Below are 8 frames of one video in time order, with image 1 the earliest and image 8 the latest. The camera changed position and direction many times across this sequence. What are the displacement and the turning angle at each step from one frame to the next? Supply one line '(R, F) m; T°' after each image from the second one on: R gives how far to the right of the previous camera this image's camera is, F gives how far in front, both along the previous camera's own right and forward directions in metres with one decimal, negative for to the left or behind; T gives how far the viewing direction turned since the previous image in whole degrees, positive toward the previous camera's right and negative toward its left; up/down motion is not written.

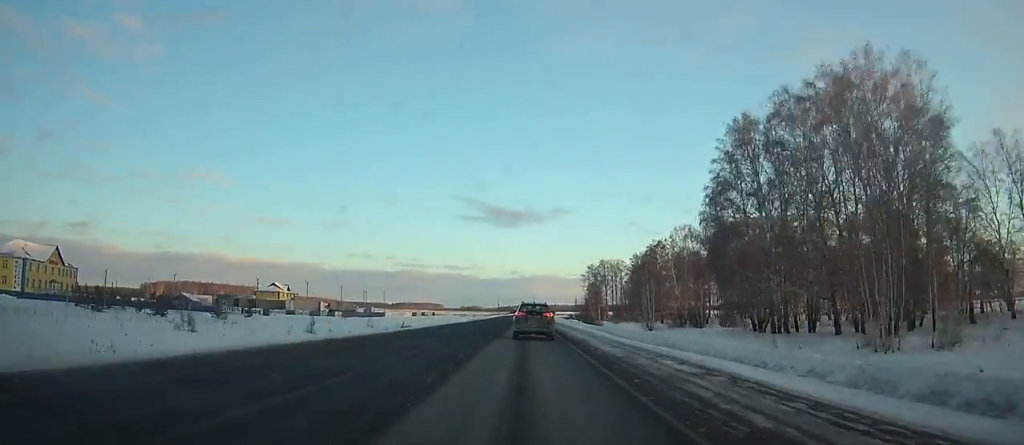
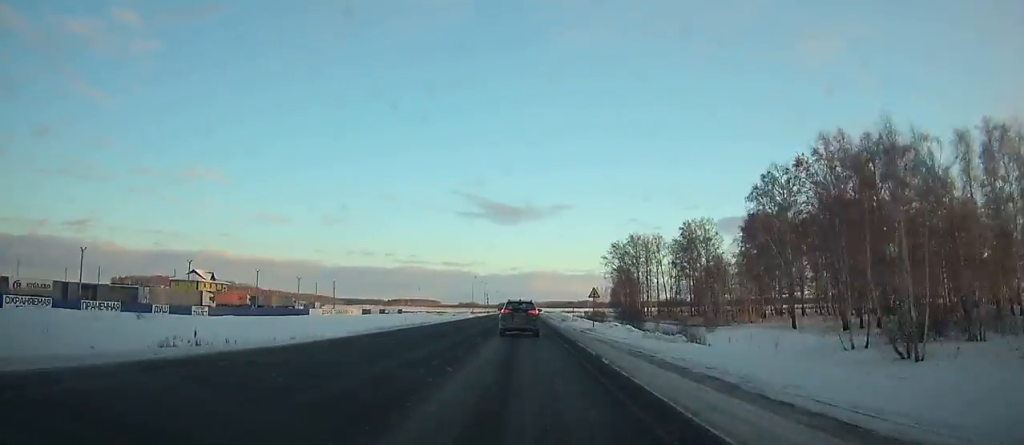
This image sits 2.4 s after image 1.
(0.0, +62.1) m; 0°
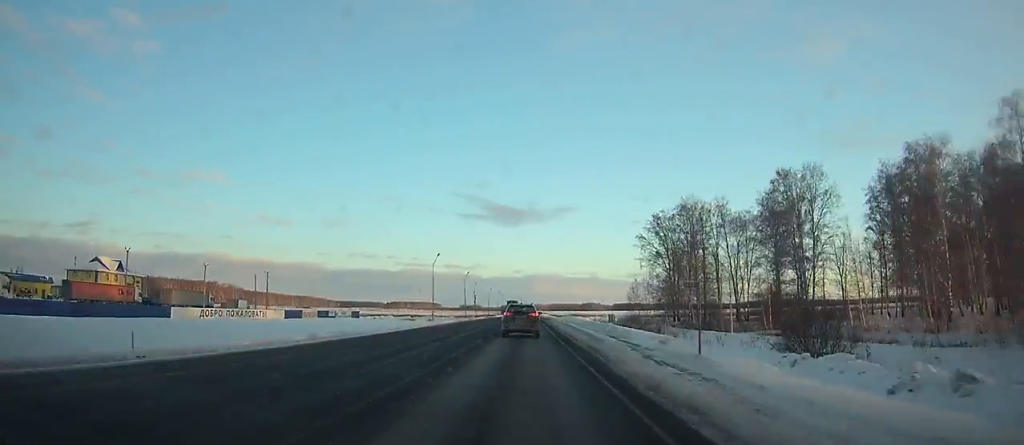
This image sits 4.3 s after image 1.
(-0.1, +48.5) m; 0°
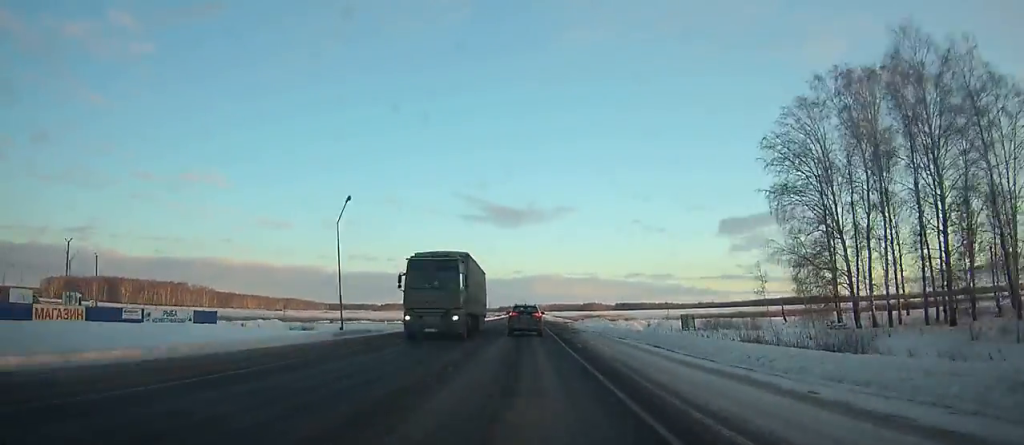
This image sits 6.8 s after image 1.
(+0.1, +63.2) m; 0°
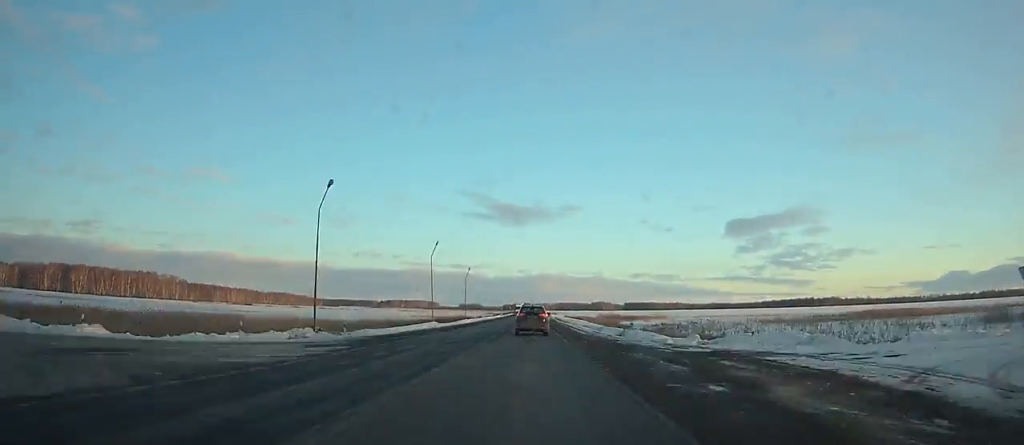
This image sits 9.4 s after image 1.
(-0.1, +66.0) m; 0°
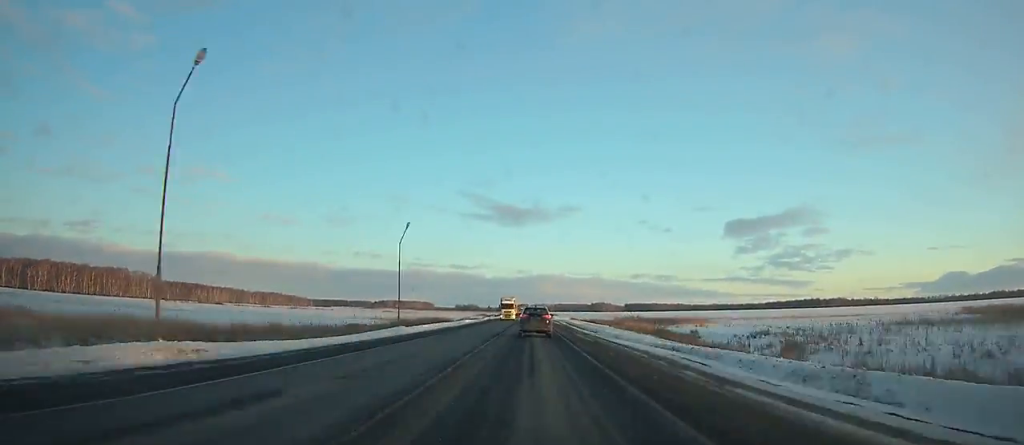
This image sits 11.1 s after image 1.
(-0.1, +43.3) m; 0°
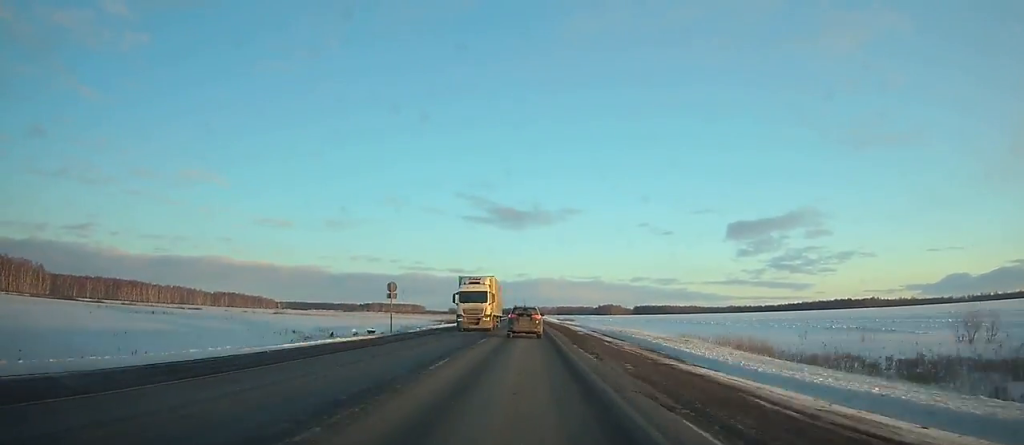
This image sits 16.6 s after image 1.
(+0.3, +142.3) m; 0°
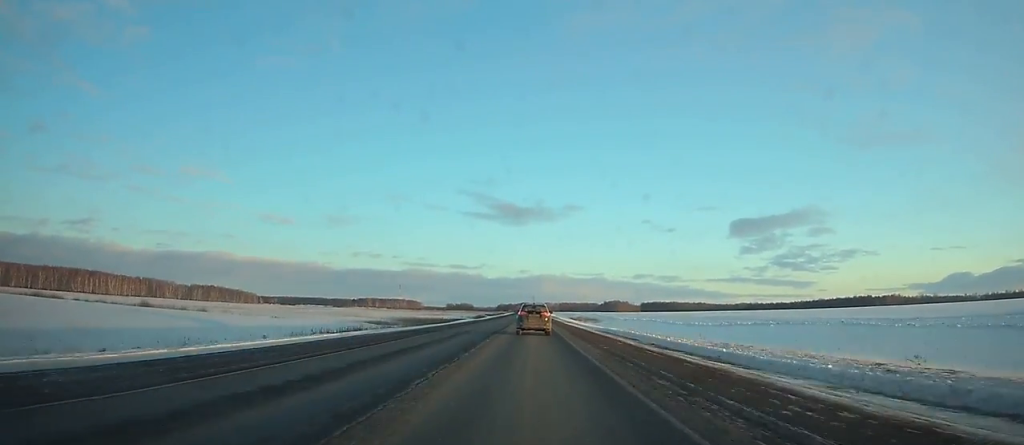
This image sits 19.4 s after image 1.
(-0.3, +74.0) m; 0°
